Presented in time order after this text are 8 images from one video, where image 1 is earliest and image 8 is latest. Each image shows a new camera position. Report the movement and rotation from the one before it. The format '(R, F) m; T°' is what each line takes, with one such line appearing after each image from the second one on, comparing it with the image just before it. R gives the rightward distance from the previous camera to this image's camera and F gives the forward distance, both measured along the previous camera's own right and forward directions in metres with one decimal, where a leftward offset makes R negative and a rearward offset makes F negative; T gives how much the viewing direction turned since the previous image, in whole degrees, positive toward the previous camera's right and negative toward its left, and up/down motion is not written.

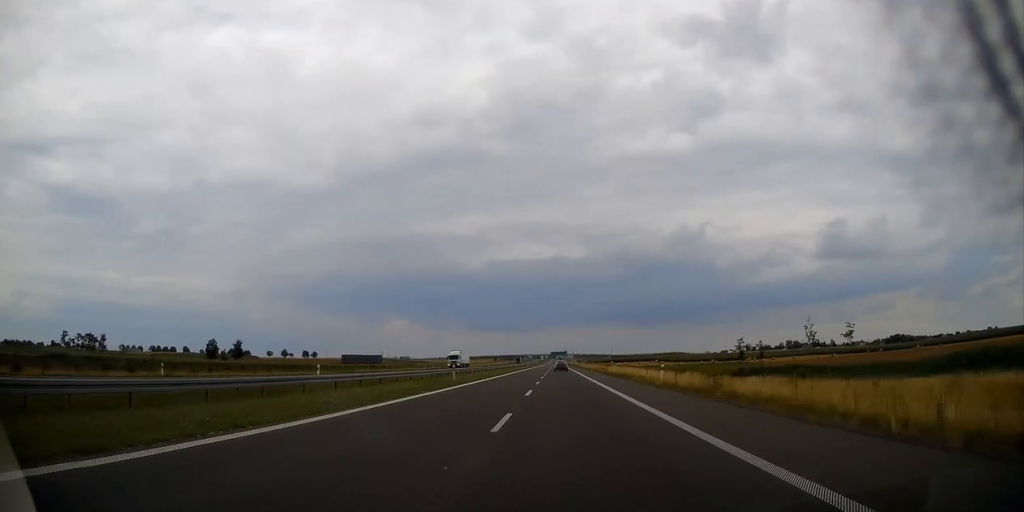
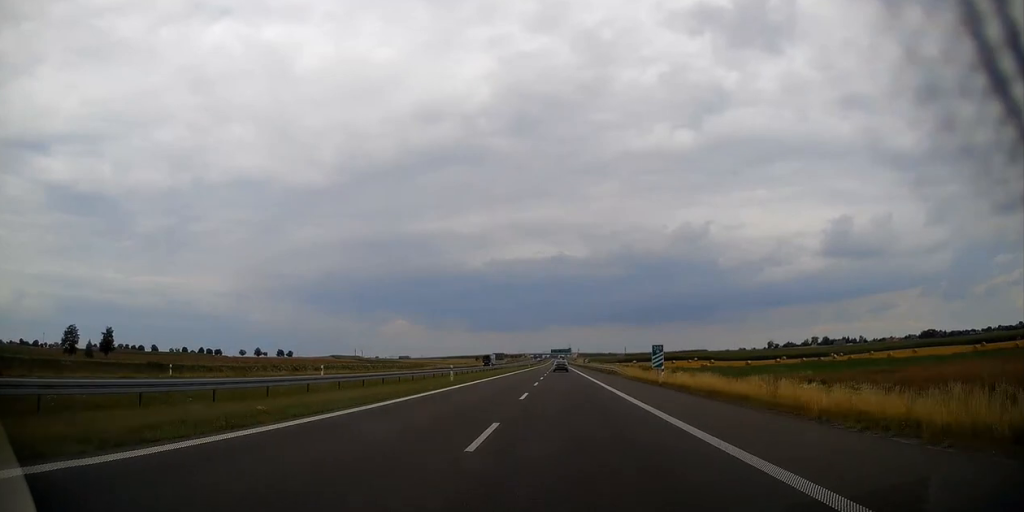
(-0.5, +99.6) m; 0°
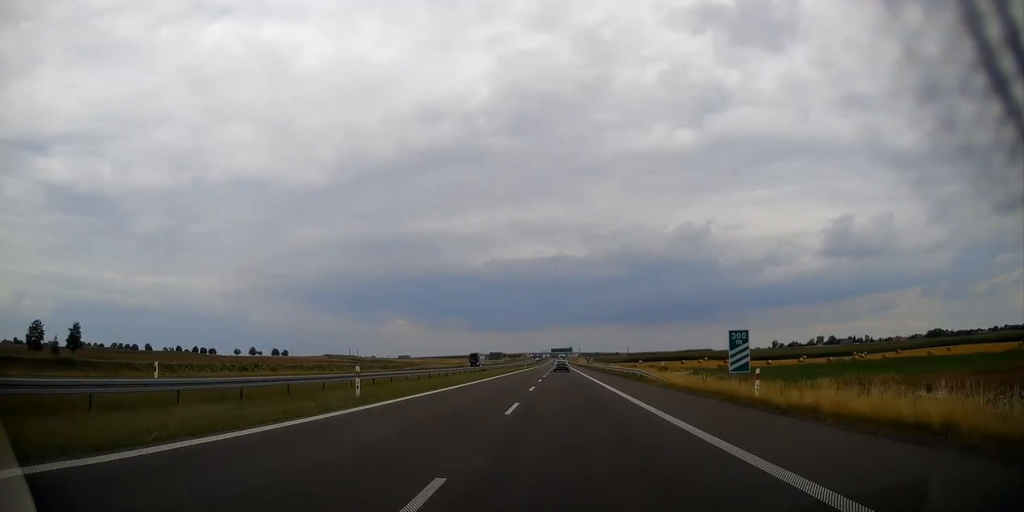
(+0.1, +18.1) m; 0°
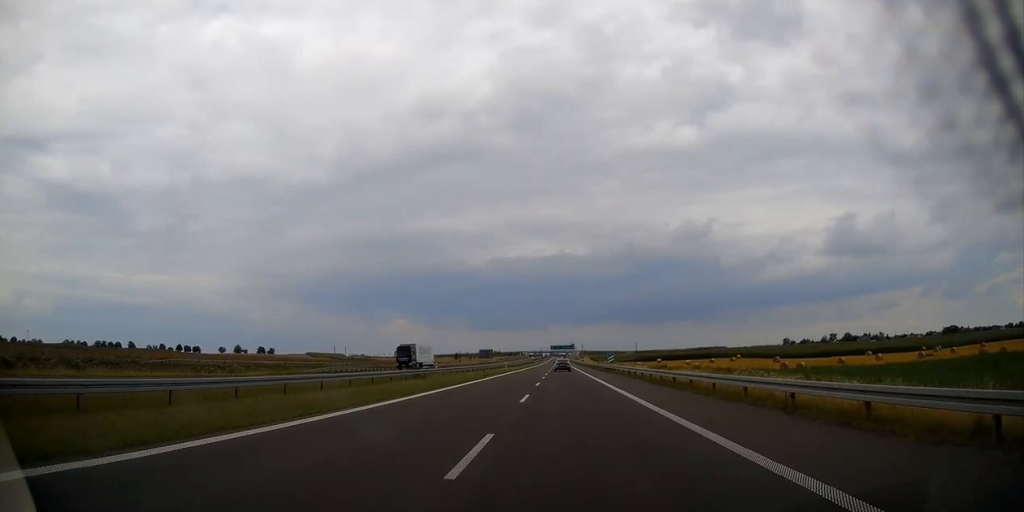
(-0.1, +44.7) m; 0°
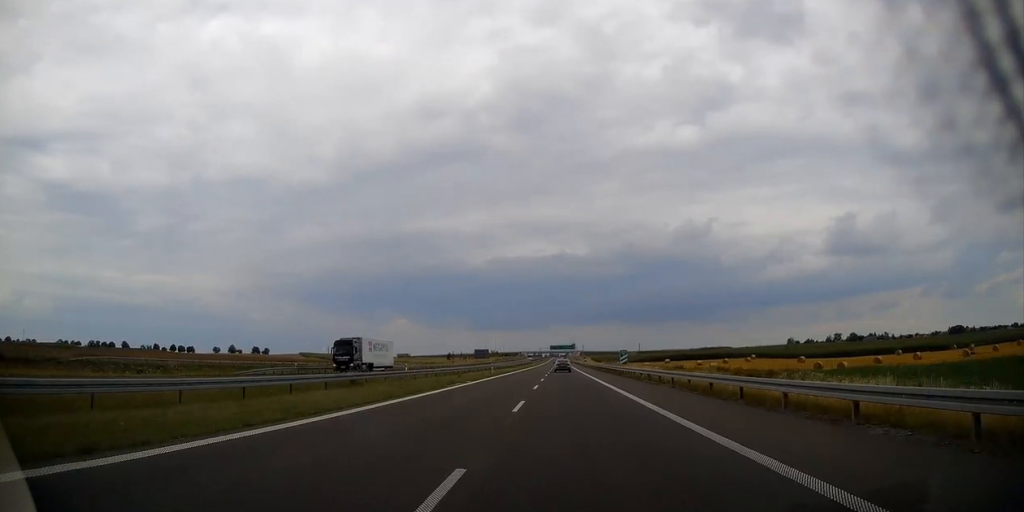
(0.0, +15.6) m; 0°
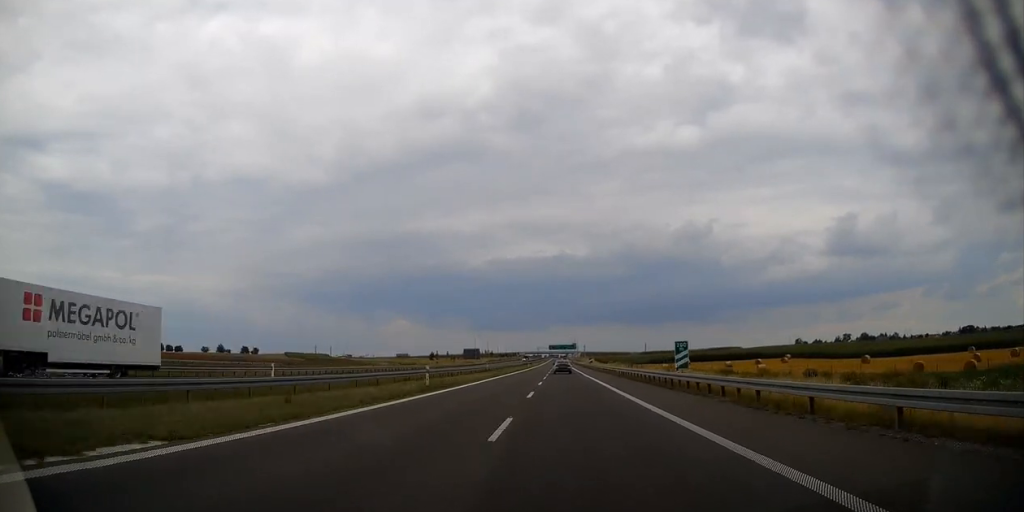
(+0.1, +29.9) m; 0°
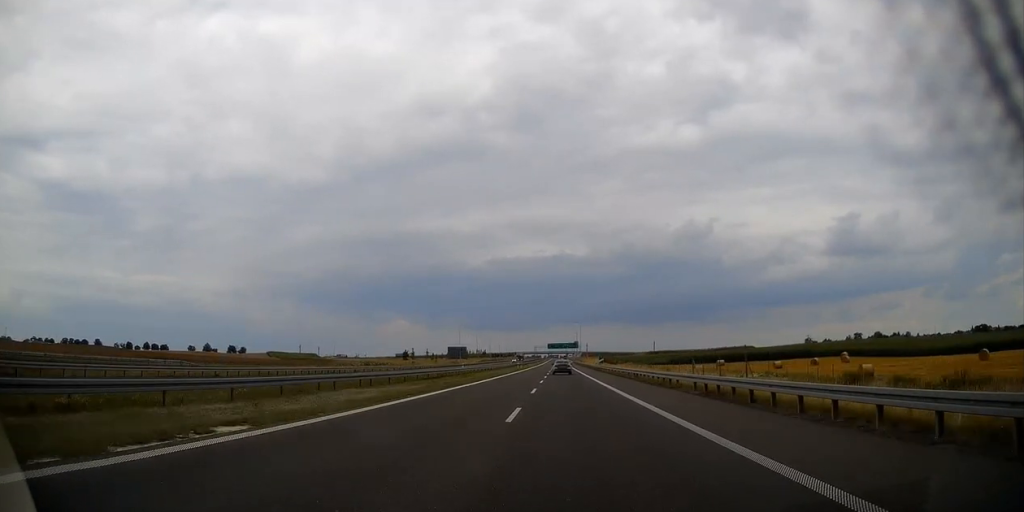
(0.0, +33.4) m; 0°
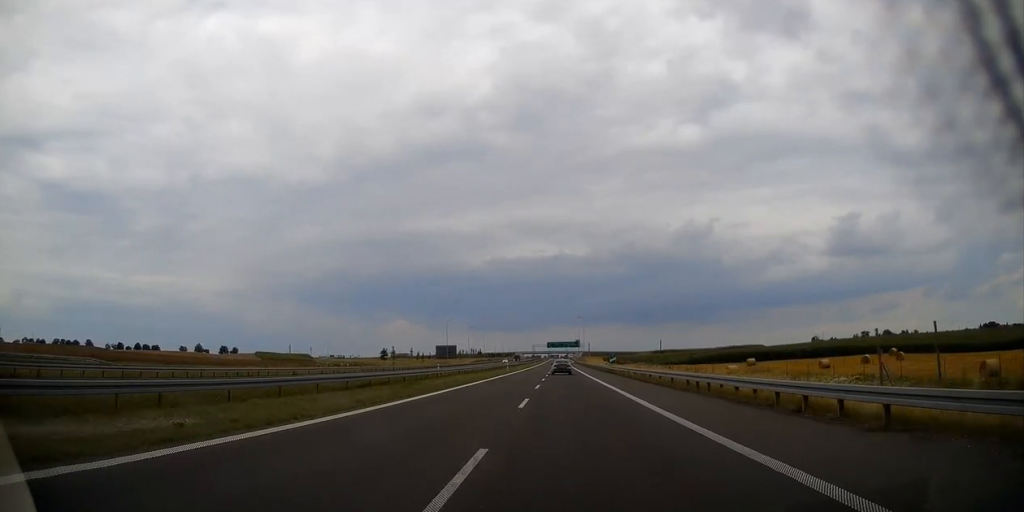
(0.0, +20.3) m; 0°
